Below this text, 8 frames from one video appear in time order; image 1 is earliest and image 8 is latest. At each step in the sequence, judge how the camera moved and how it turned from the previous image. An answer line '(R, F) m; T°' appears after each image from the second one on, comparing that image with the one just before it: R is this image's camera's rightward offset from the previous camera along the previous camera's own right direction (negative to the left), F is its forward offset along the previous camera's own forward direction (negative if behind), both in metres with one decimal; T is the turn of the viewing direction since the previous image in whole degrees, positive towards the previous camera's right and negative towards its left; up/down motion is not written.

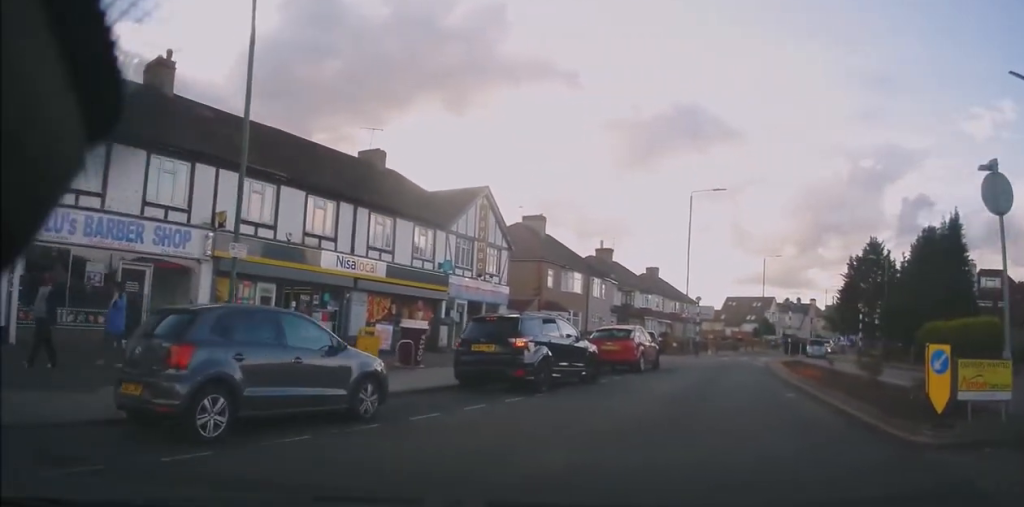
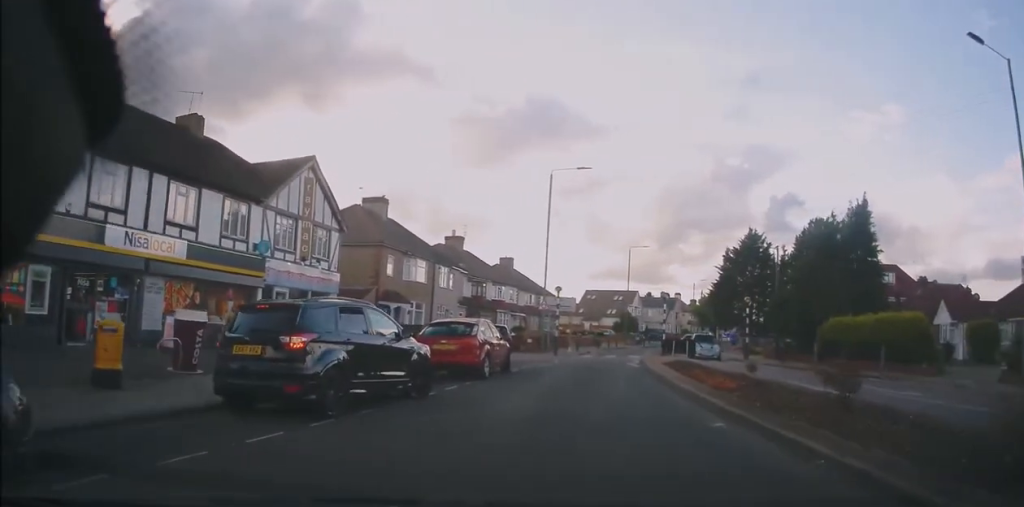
(+0.2, +4.4) m; +14°
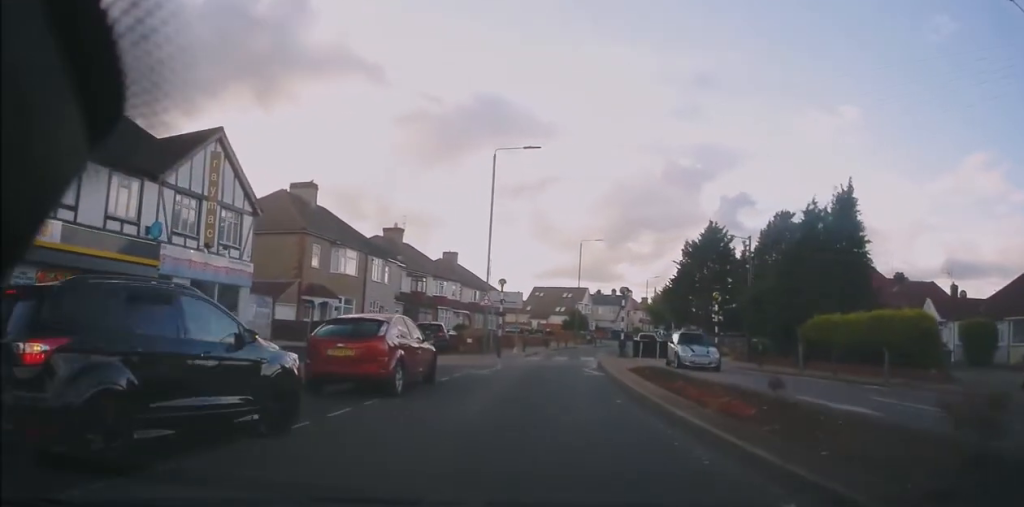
(+0.7, +4.1) m; +4°
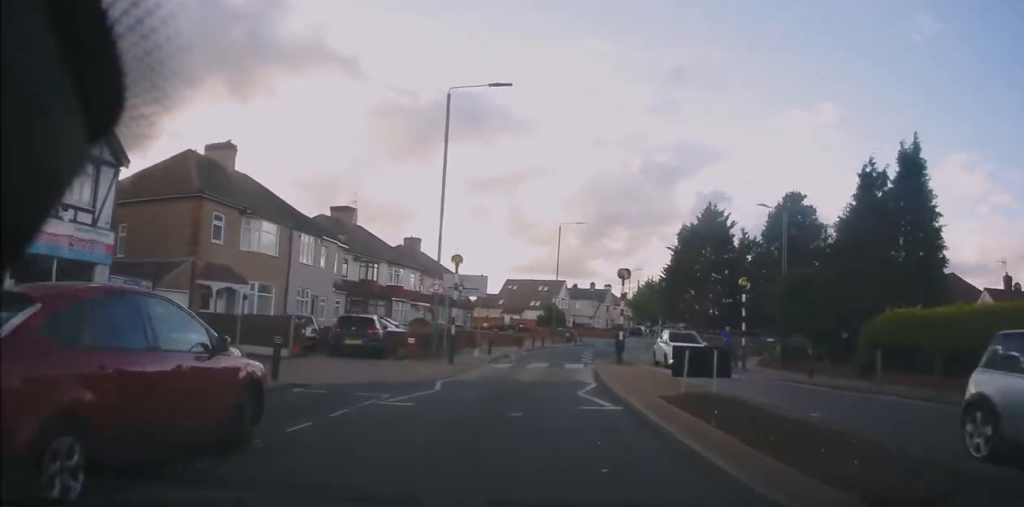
(+0.1, +7.9) m; -2°
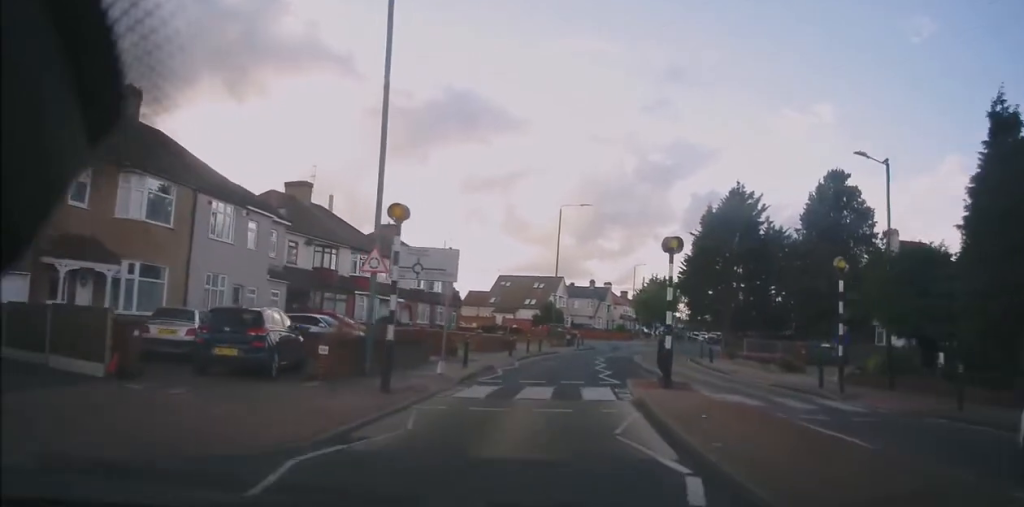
(-0.3, +8.3) m; 0°
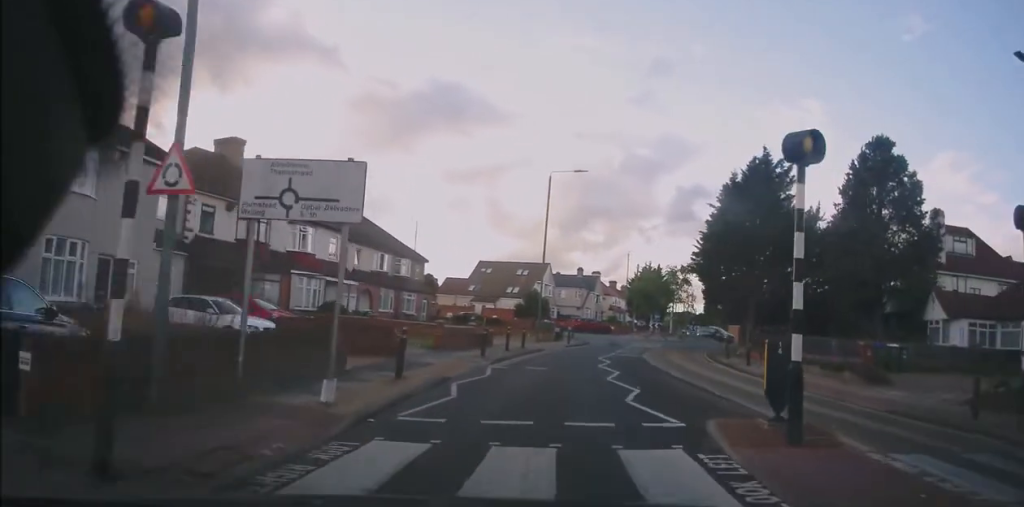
(+0.4, +7.7) m; +8°
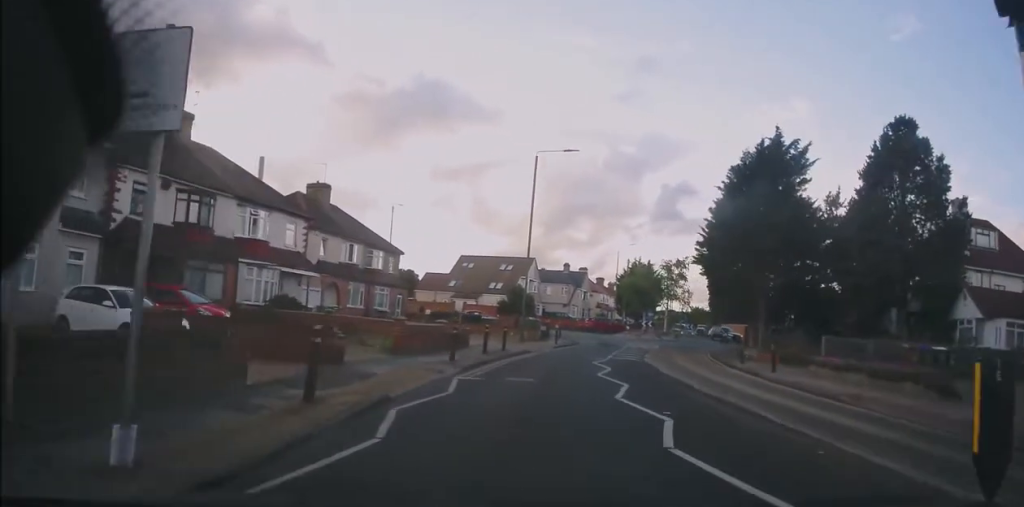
(+0.3, +4.1) m; +1°
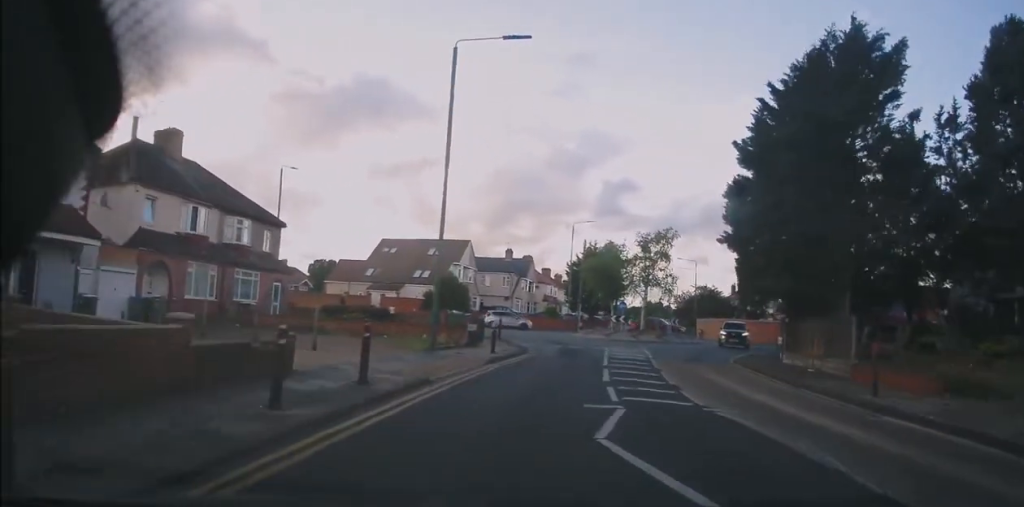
(+0.2, +13.2) m; +1°
